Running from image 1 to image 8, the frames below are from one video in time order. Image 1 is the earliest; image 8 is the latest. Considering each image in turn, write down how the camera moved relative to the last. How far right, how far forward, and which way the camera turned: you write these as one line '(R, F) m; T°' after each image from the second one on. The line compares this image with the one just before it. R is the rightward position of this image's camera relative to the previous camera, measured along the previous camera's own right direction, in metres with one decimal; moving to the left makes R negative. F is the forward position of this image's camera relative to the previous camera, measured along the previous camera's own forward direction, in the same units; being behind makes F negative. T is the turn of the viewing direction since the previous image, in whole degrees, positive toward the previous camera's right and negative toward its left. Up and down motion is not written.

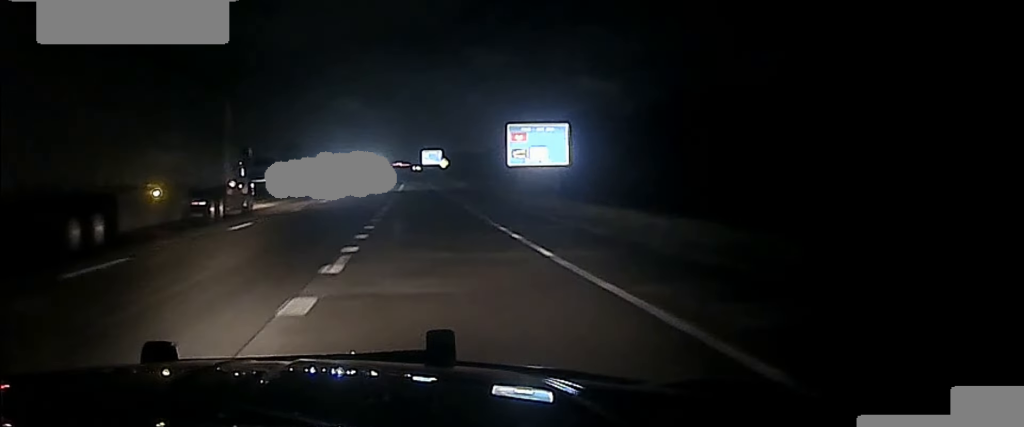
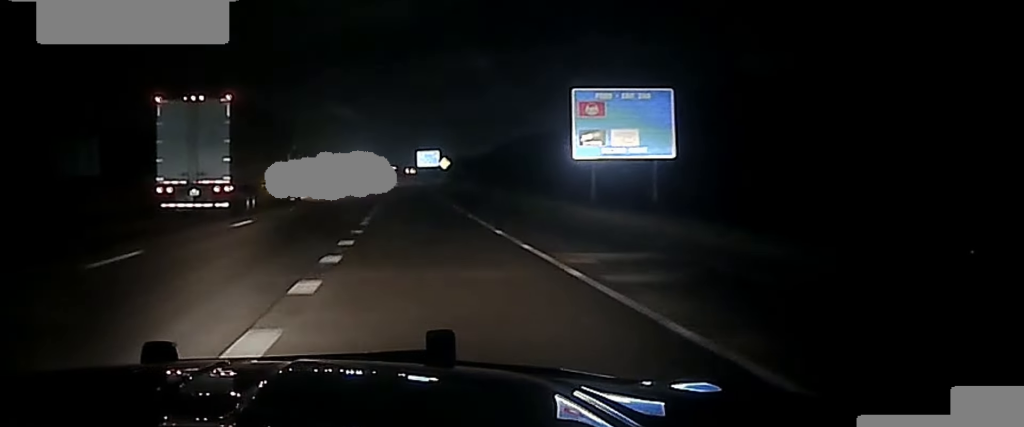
(0.0, +34.8) m; 0°
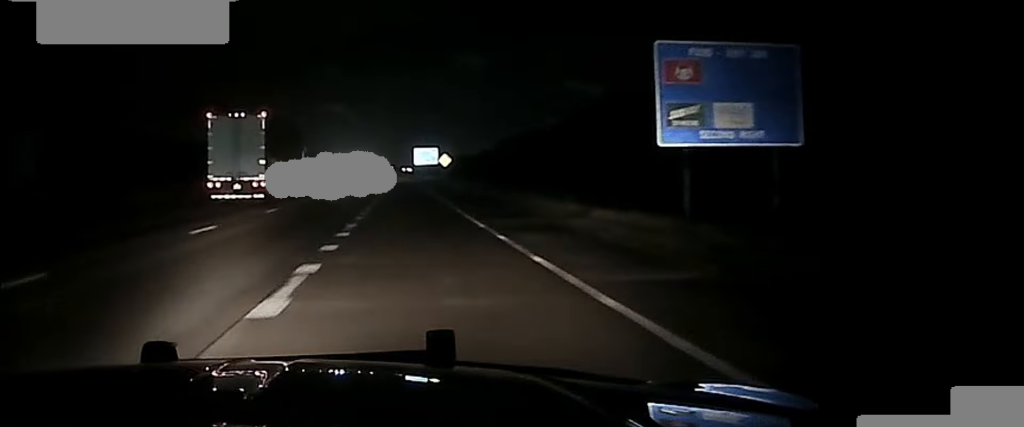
(0.0, +13.9) m; 0°
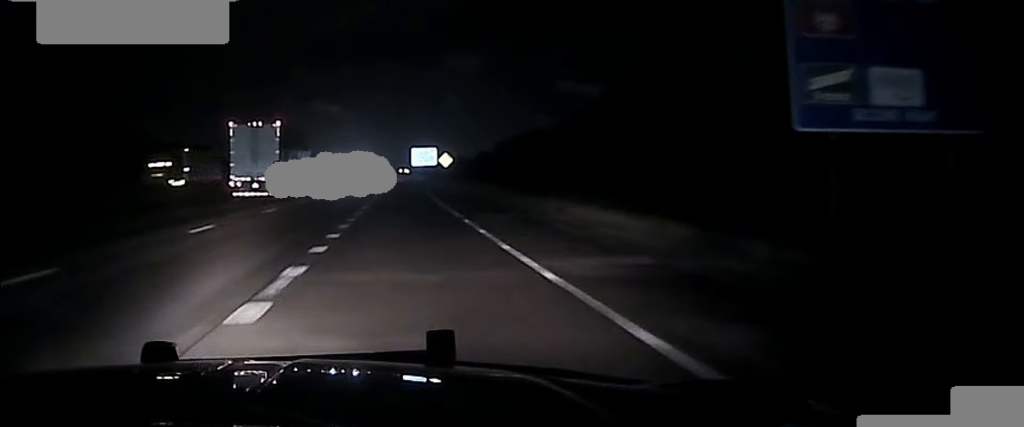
(0.0, +10.2) m; 0°
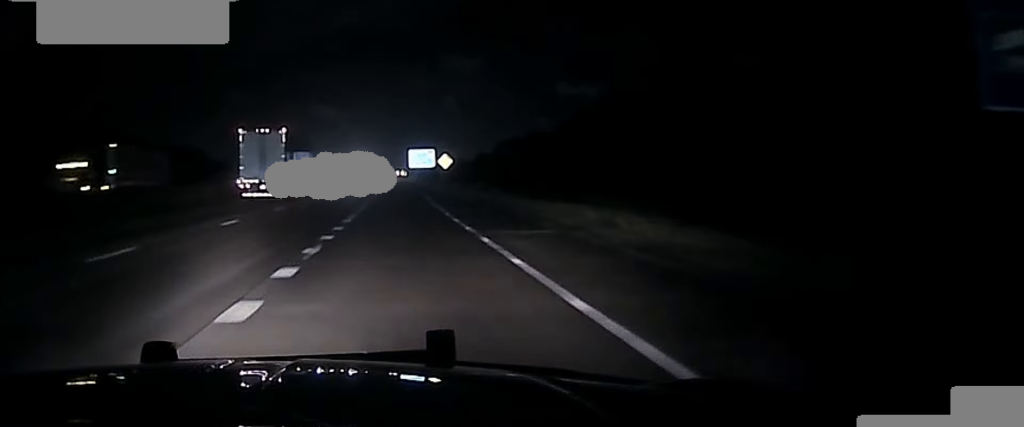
(0.0, +5.8) m; 0°
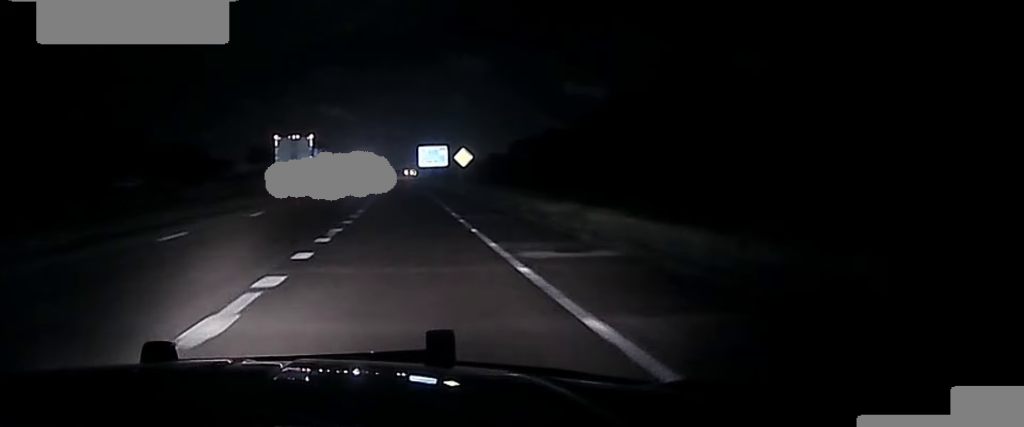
(+0.3, +21.0) m; +1°
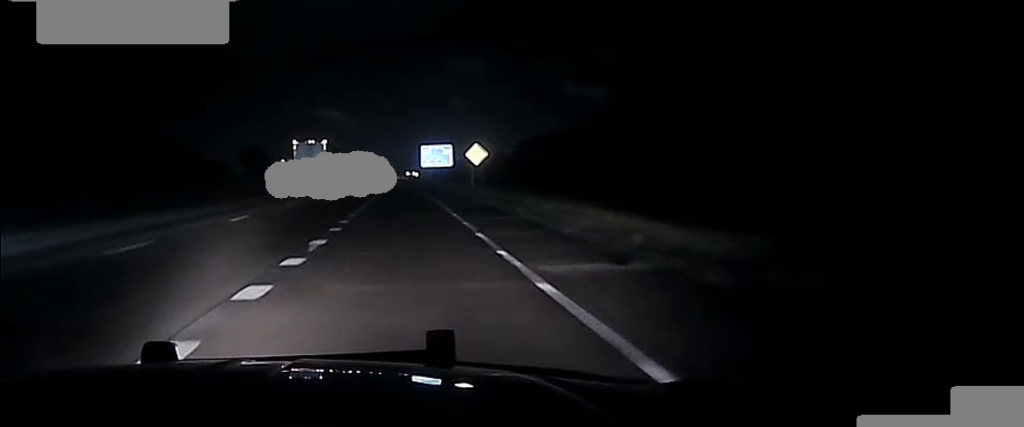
(0.0, +18.3) m; -1°
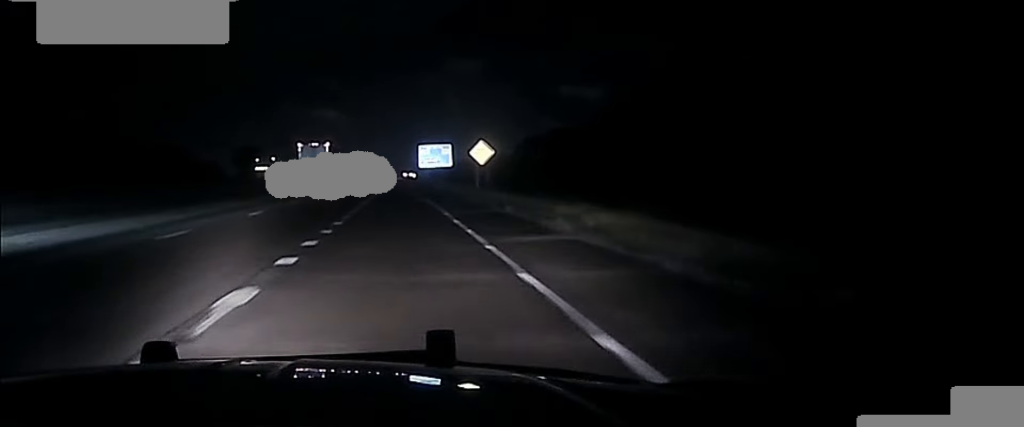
(0.0, +7.4) m; 0°
